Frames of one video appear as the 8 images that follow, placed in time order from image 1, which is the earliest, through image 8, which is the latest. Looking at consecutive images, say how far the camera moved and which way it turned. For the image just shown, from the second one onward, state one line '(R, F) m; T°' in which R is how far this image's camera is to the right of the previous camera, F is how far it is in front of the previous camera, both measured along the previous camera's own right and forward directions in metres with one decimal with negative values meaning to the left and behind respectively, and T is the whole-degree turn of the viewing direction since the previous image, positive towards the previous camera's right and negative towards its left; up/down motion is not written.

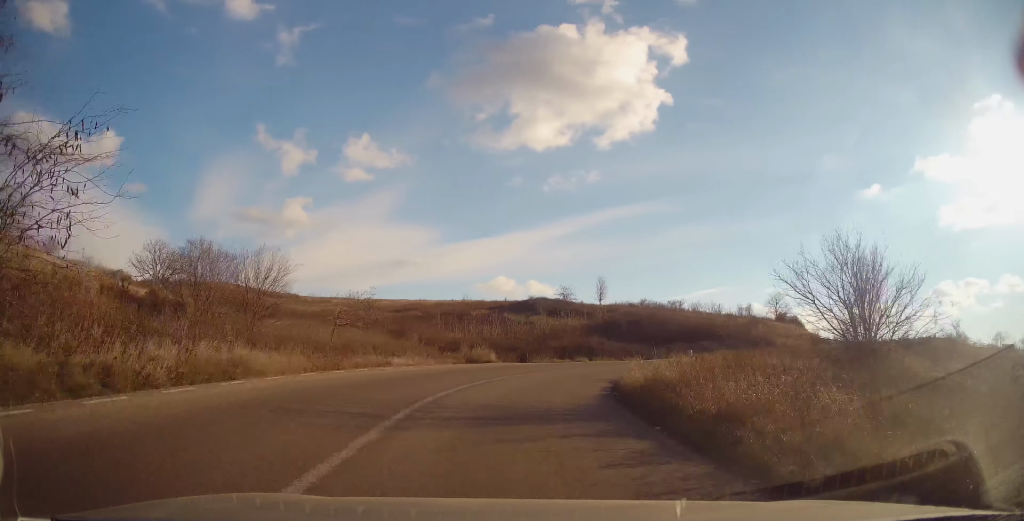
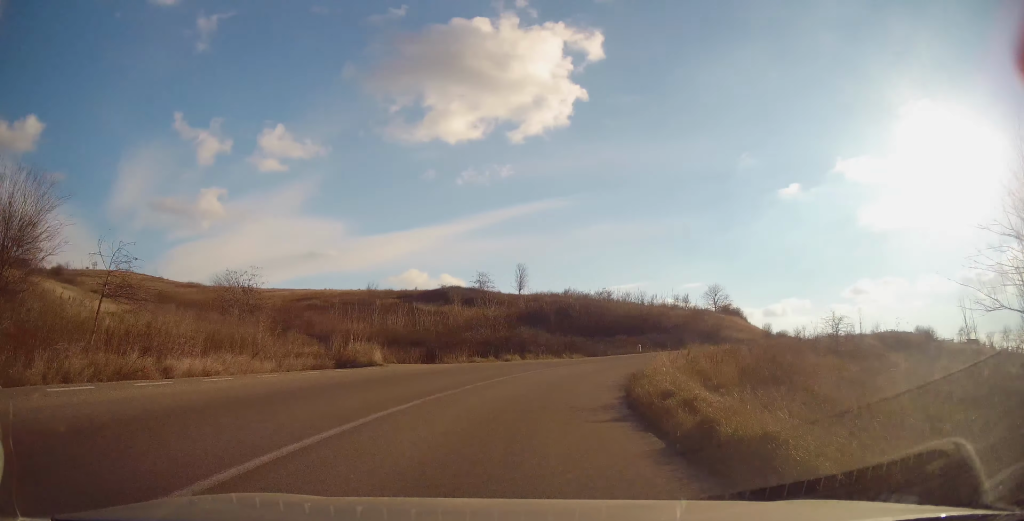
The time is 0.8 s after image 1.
(+1.2, +12.7) m; +10°
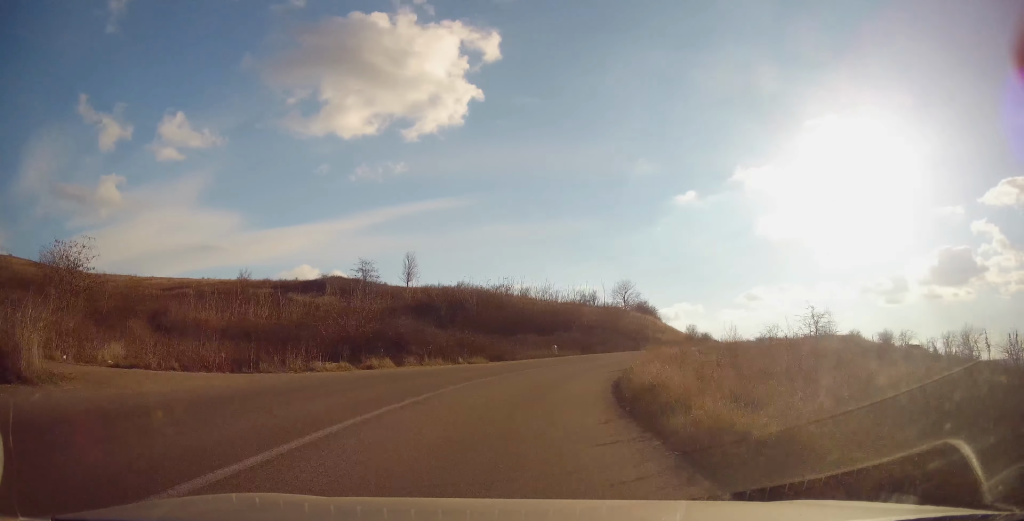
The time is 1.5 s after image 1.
(+1.3, +12.9) m; +12°
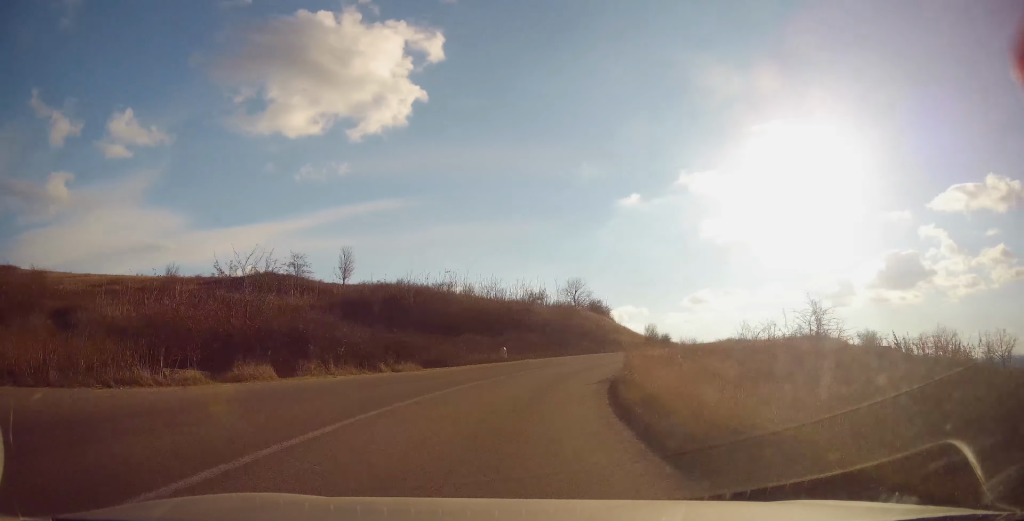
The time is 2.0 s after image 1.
(+0.3, +7.1) m; +6°
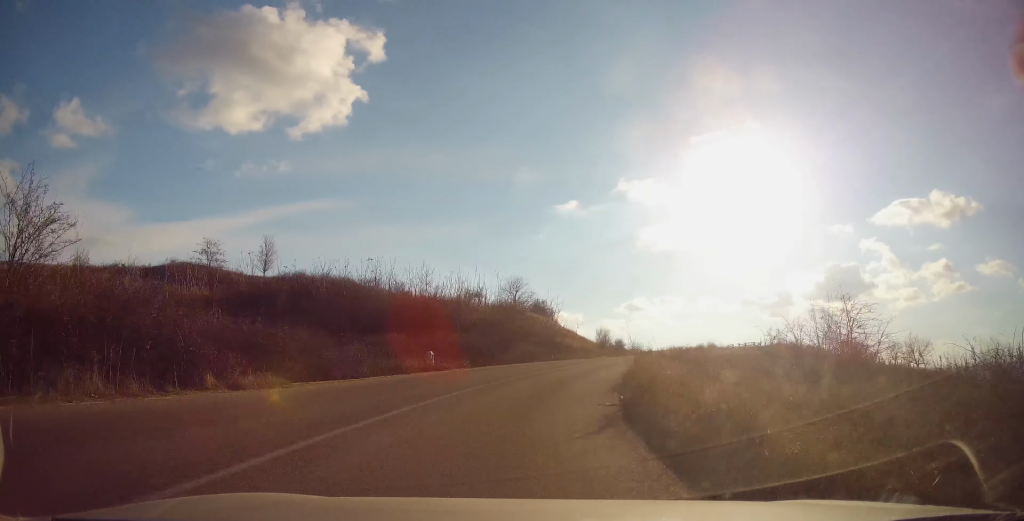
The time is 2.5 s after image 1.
(+0.7, +9.0) m; +7°
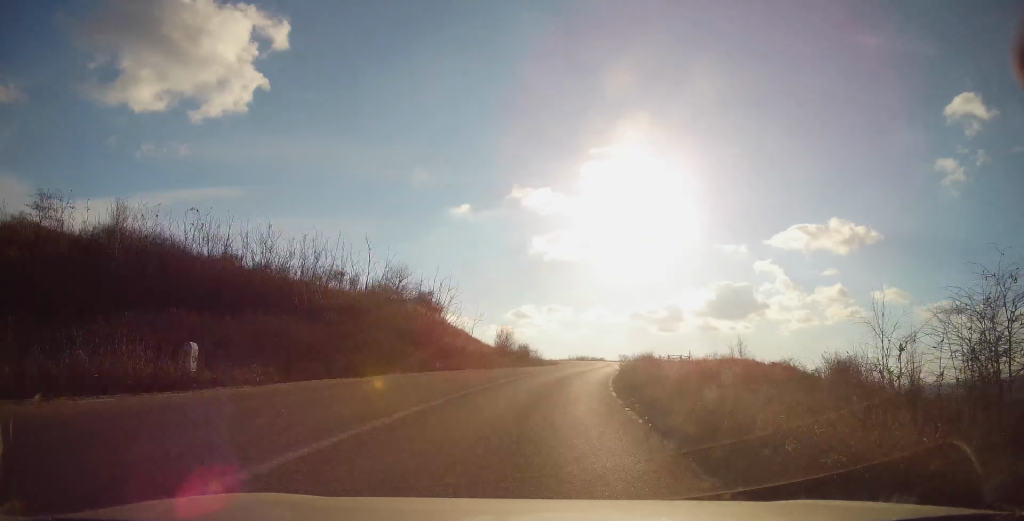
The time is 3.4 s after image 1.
(+1.5, +15.1) m; +10°
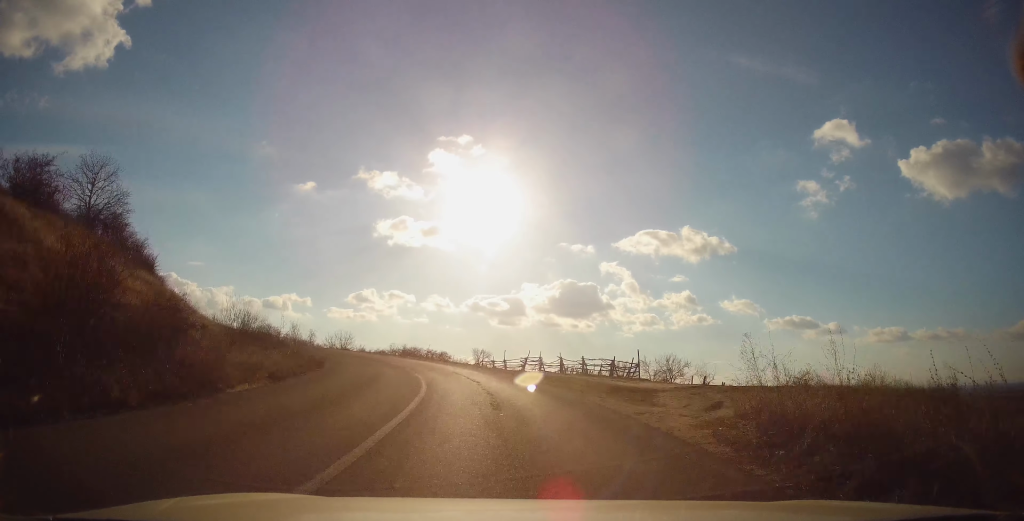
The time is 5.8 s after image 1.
(+7.3, +38.4) m; +15°
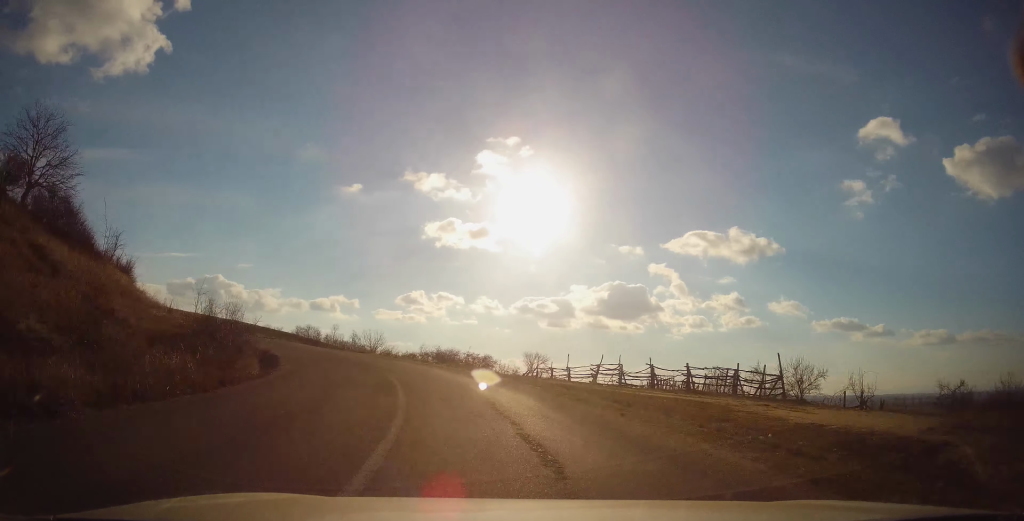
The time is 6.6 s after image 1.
(-0.1, +12.9) m; -5°
